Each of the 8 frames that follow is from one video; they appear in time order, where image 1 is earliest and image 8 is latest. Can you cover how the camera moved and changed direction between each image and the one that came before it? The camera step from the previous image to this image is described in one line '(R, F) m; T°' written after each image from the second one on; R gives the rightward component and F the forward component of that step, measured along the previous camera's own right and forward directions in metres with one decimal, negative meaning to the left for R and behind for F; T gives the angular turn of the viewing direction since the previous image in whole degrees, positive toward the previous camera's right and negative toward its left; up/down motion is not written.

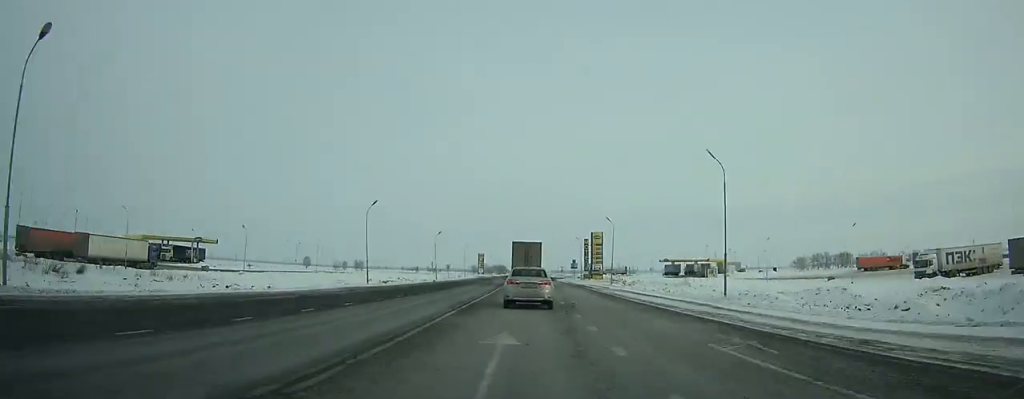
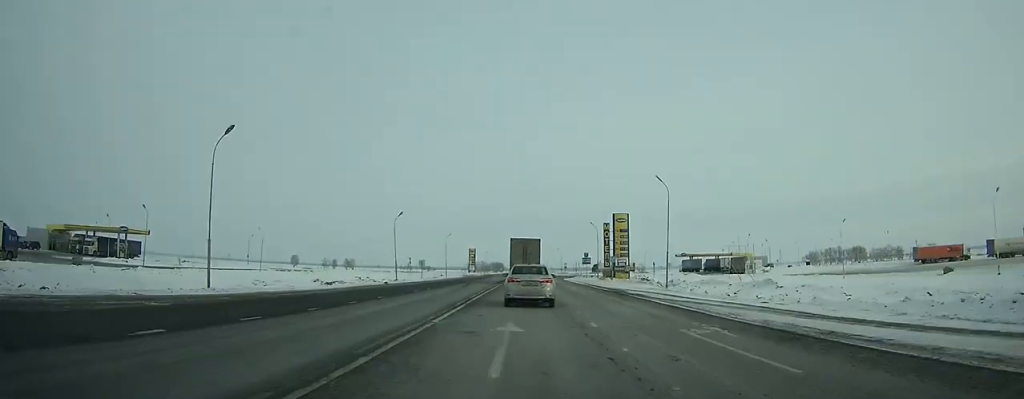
(0.0, +28.6) m; 0°
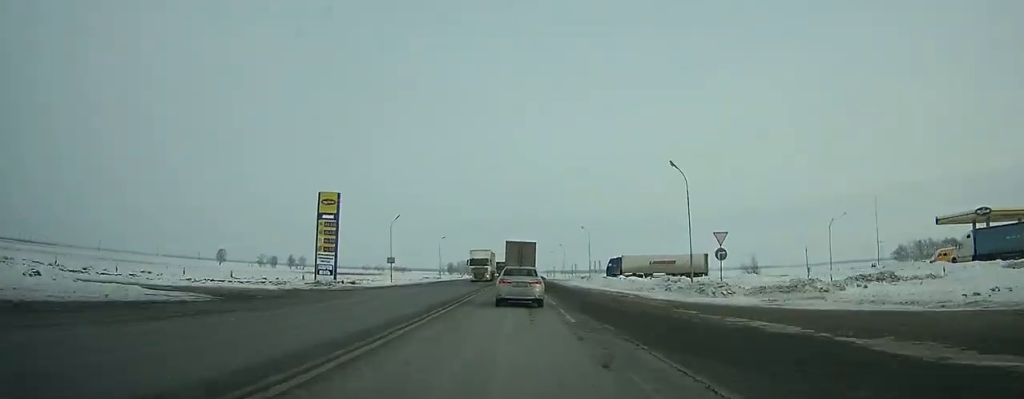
(+0.8, +136.6) m; 0°
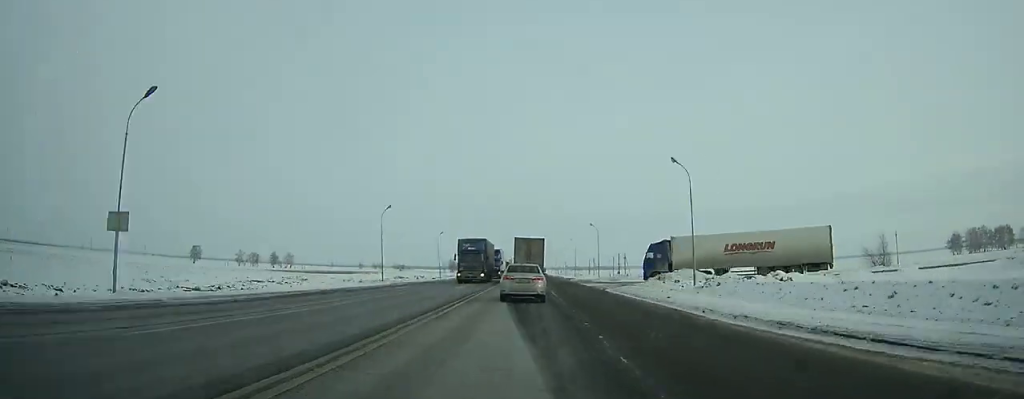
(-0.2, +48.1) m; 0°
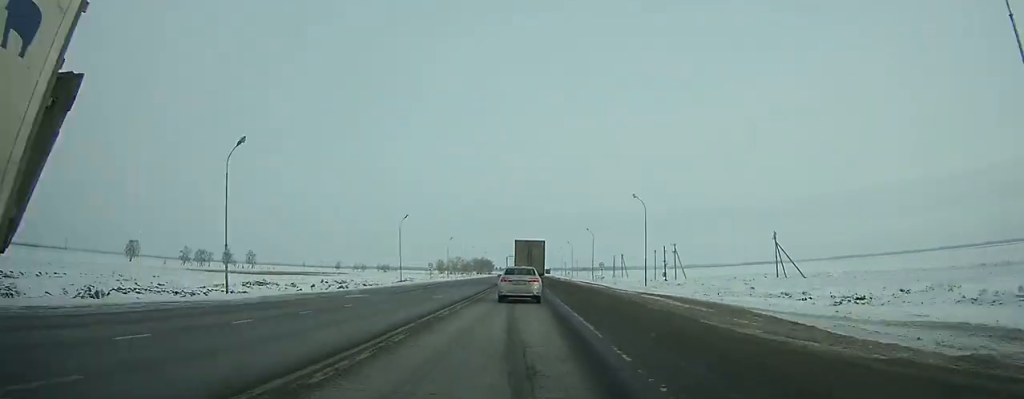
(0.0, +70.5) m; 0°
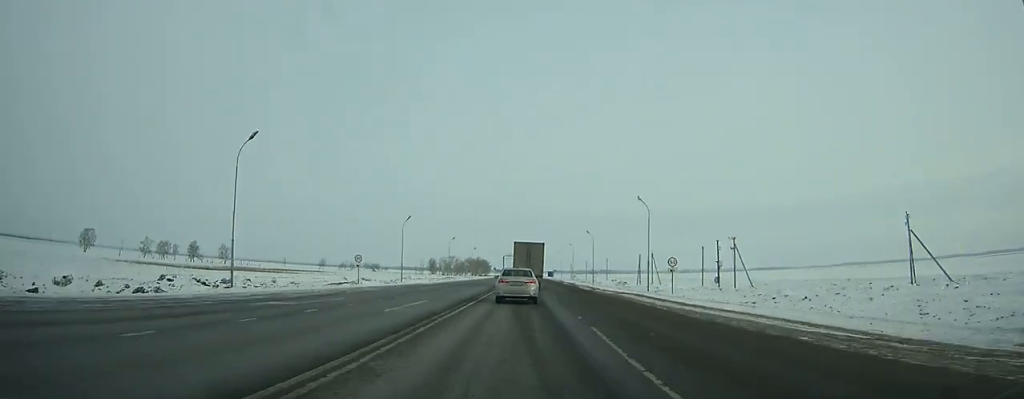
(-0.1, +40.5) m; 0°
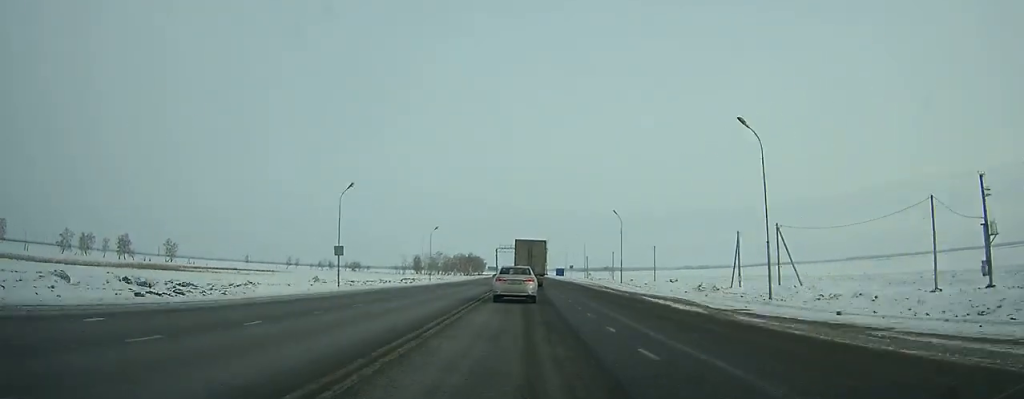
(0.0, +62.6) m; 0°
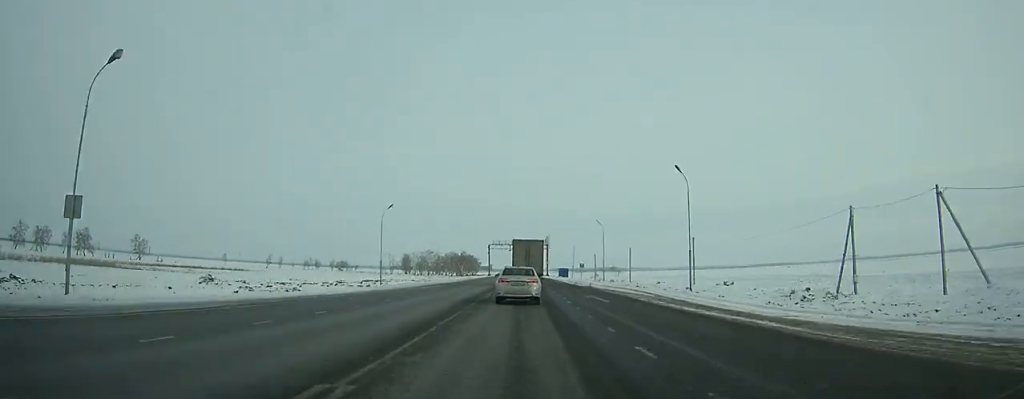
(+0.1, +28.1) m; 0°
